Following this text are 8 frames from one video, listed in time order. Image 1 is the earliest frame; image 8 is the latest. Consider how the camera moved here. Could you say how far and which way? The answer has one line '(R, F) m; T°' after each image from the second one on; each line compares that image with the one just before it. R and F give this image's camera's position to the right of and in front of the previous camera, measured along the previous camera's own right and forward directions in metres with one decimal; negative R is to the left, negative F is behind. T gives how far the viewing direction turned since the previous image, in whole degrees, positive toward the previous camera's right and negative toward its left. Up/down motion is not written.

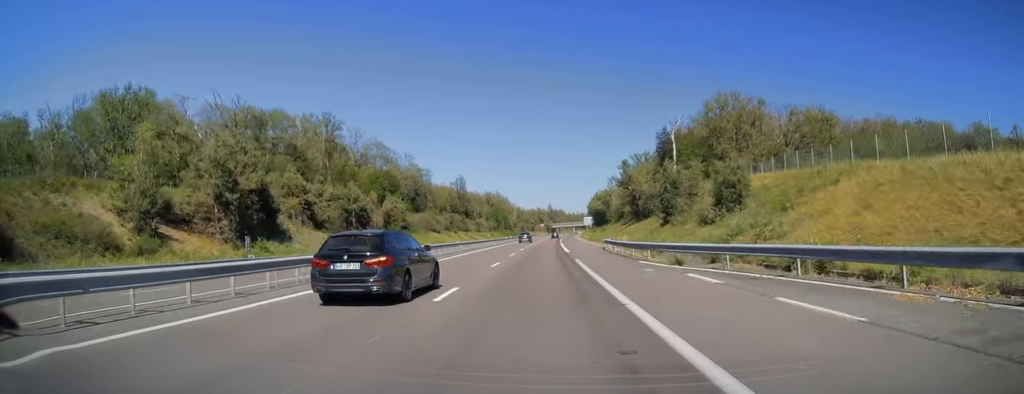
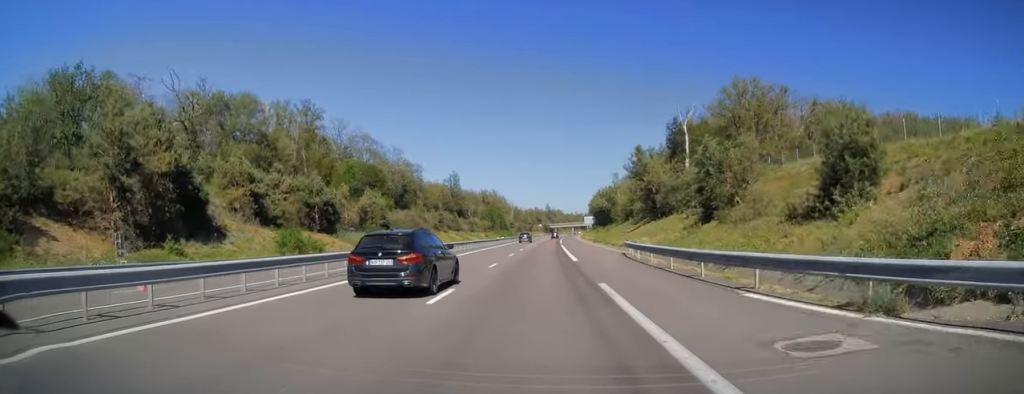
(0.0, +13.3) m; 0°
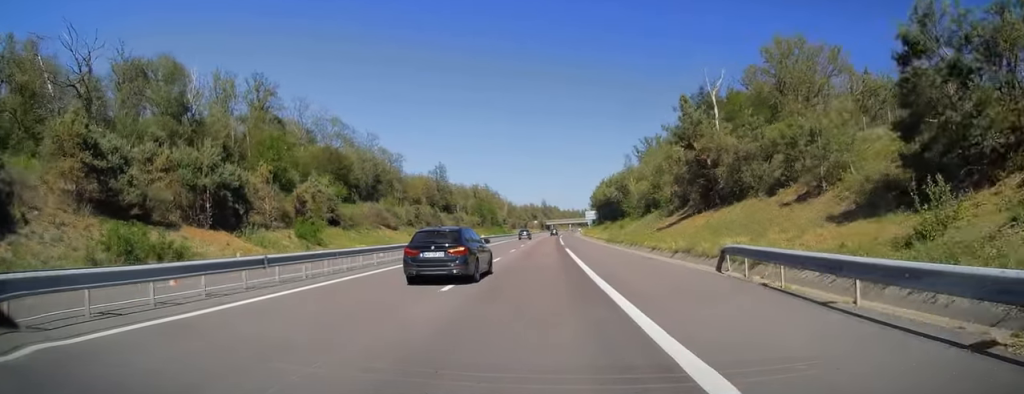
(0.0, +23.7) m; +1°
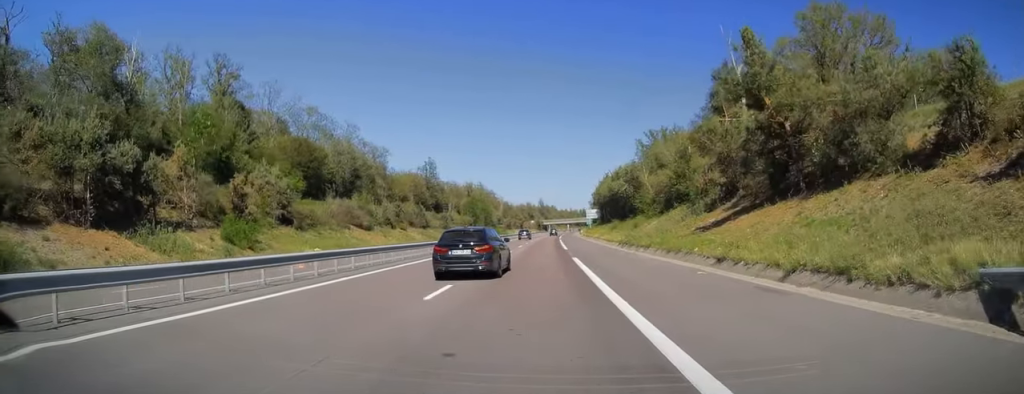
(0.0, +14.8) m; 0°
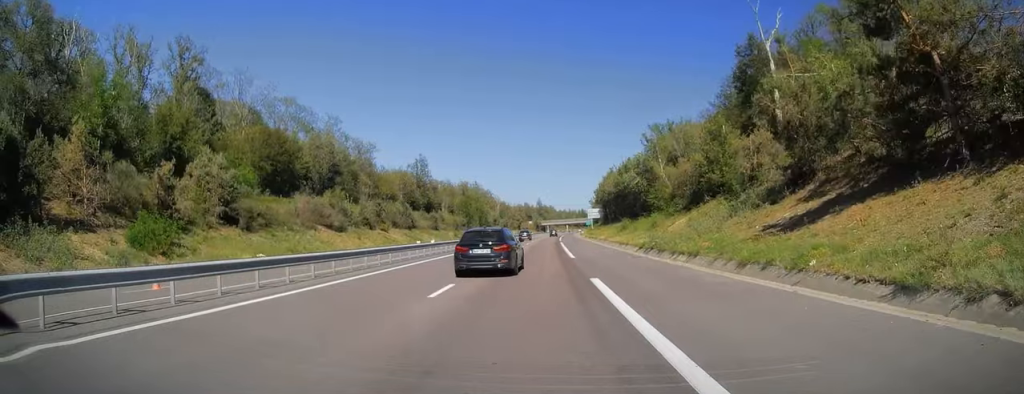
(+0.1, +12.3) m; 0°
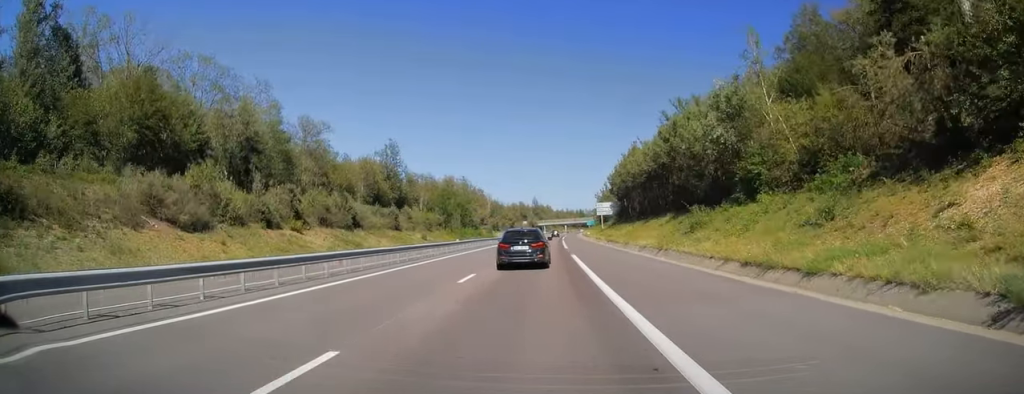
(+0.2, +35.0) m; 0°
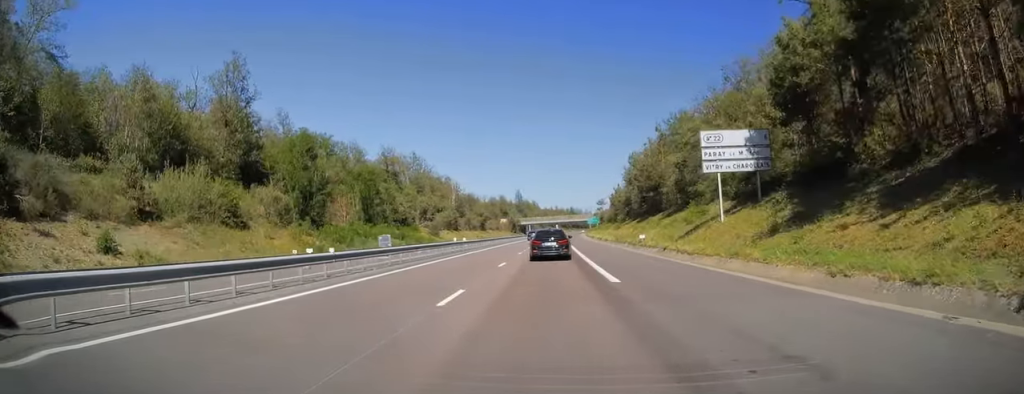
(+0.6, +83.1) m; +1°
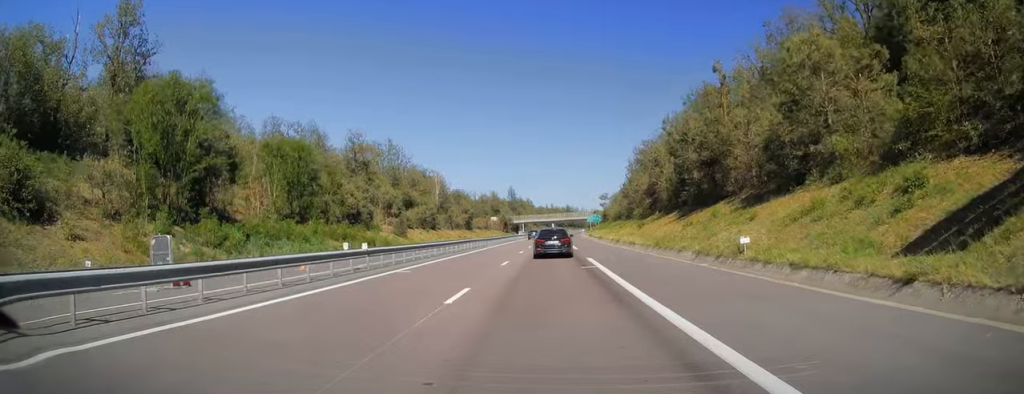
(+0.2, +25.6) m; 0°
